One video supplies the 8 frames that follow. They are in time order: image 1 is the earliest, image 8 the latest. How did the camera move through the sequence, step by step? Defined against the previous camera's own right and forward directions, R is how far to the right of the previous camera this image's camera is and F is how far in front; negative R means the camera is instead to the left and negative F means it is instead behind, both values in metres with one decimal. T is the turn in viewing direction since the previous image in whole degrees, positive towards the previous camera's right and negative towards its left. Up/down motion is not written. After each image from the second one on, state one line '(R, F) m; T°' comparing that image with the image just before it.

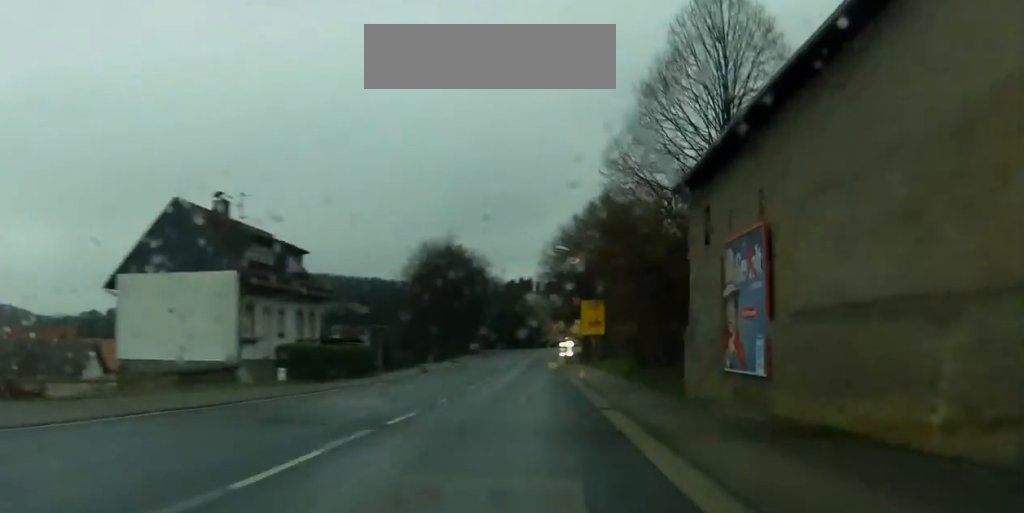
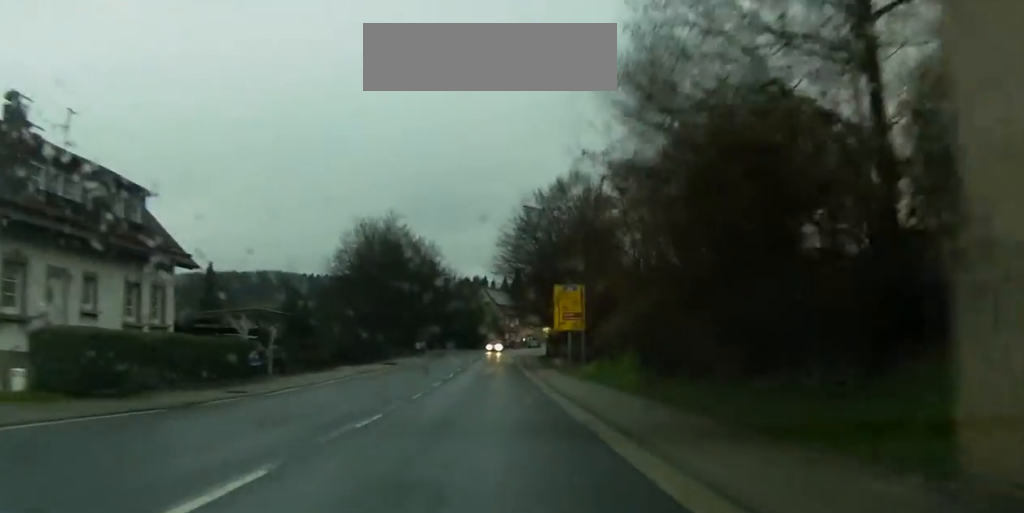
(+1.4, +18.0) m; +5°
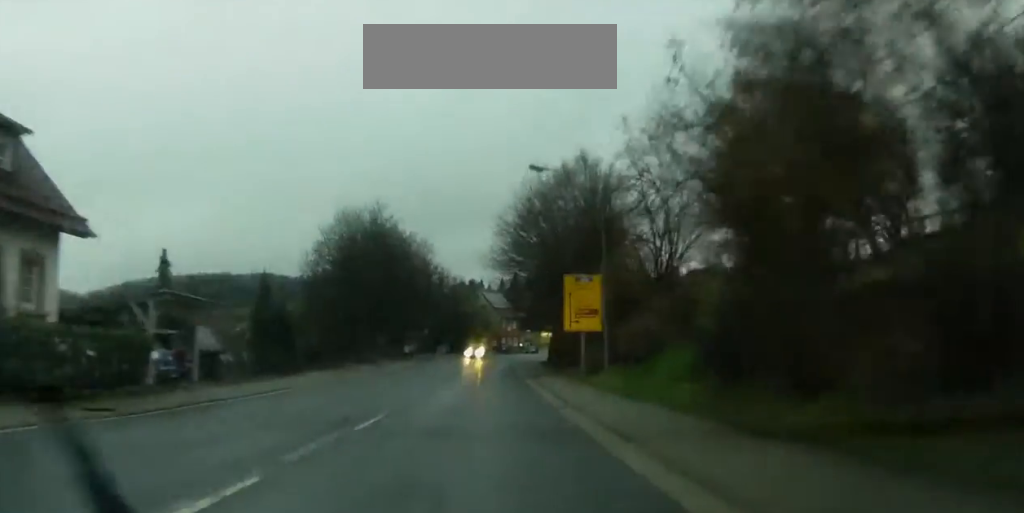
(+0.1, +9.8) m; +1°
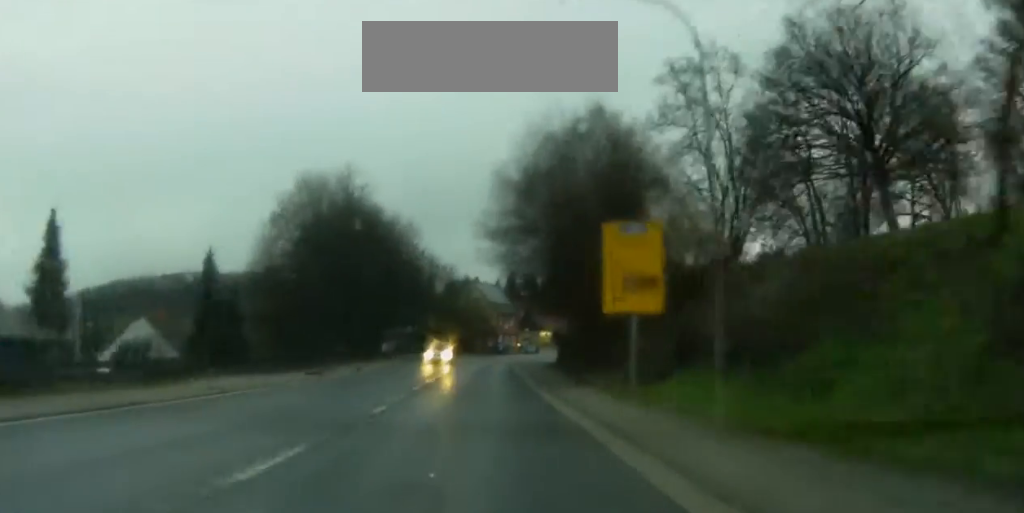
(+0.2, +15.3) m; +1°
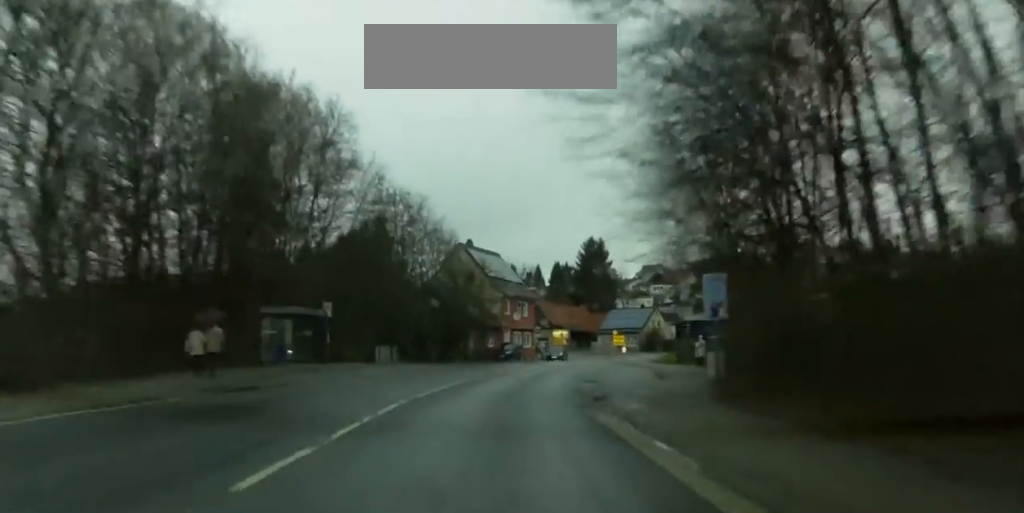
(+0.2, +46.8) m; 0°
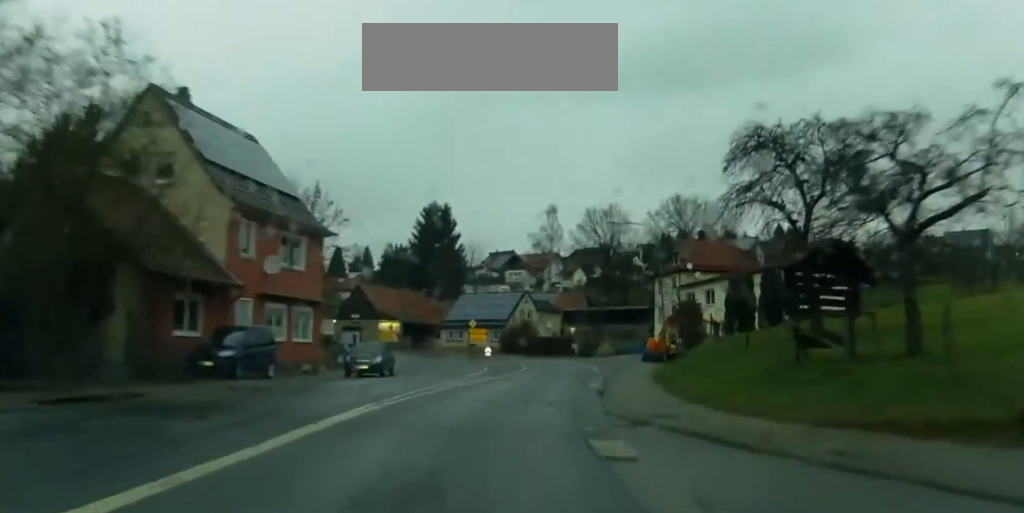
(+2.1, +49.8) m; +8°
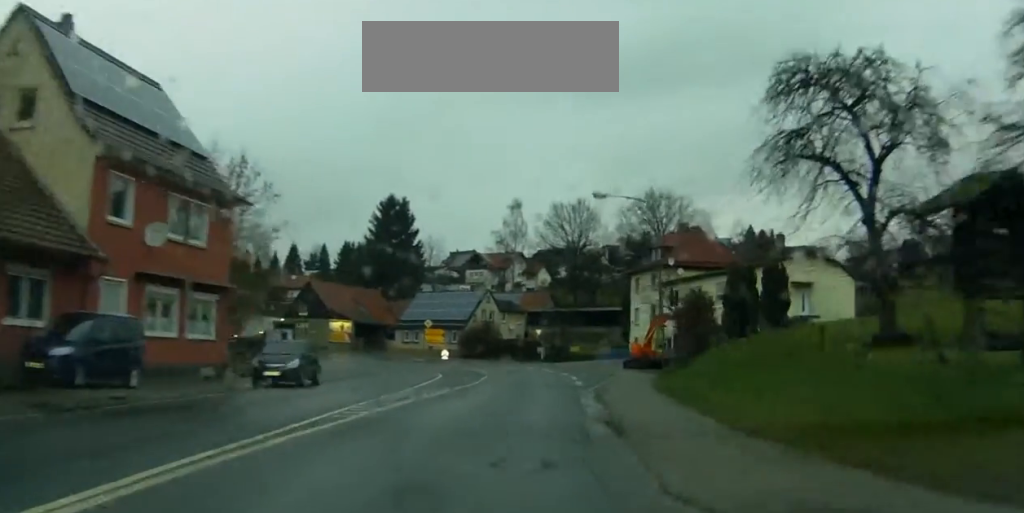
(-0.1, +9.4) m; +3°
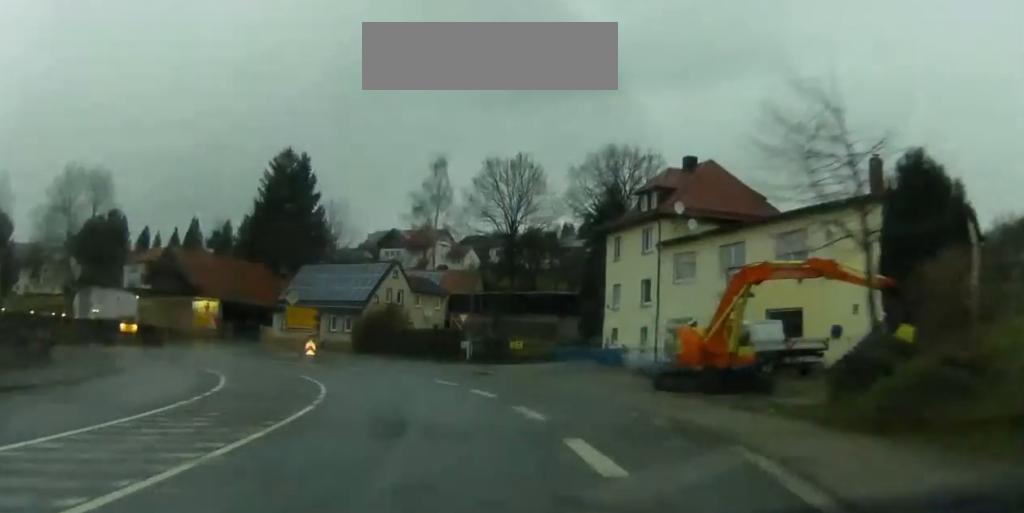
(+2.8, +30.2) m; +5°
